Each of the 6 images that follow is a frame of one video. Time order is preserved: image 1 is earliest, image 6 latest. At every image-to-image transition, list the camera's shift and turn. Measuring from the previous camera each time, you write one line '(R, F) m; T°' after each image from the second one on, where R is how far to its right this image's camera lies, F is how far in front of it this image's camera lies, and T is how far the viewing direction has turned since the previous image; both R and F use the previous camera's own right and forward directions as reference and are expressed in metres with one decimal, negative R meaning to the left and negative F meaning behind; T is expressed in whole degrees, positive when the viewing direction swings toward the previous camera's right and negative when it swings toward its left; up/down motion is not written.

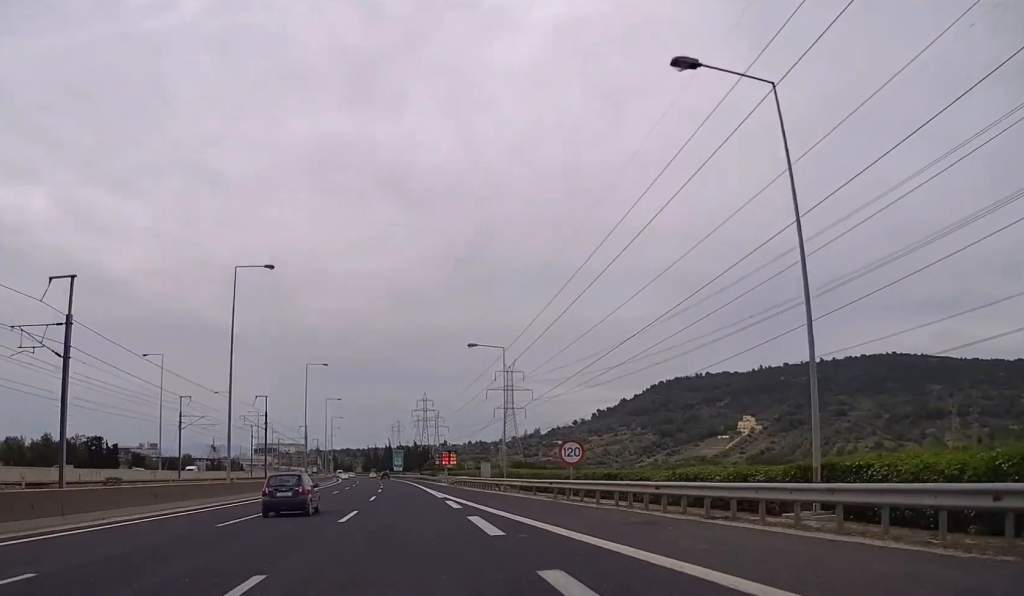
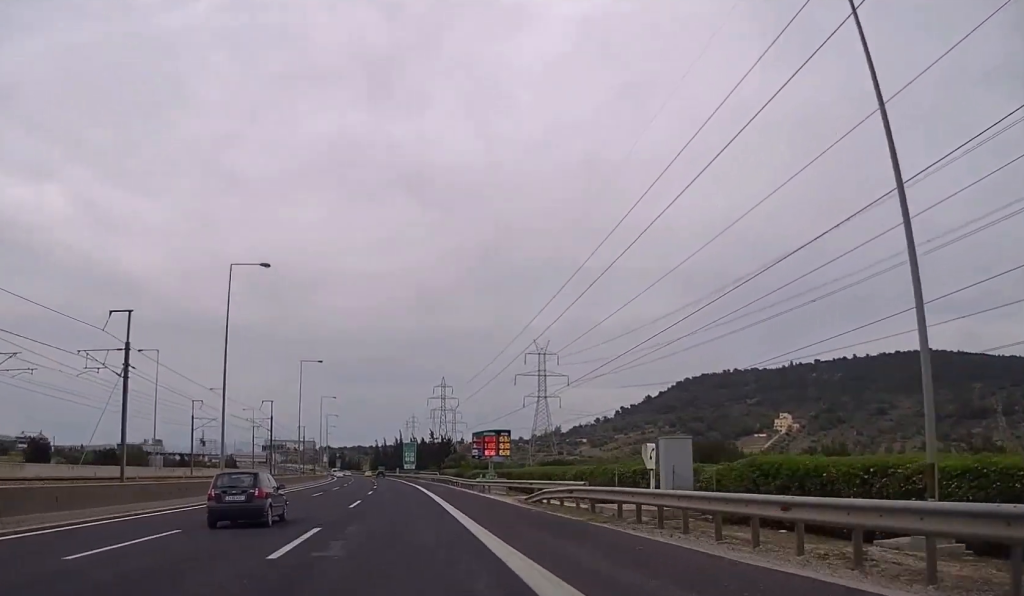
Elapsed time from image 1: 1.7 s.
(-0.6, +46.0) m; -1°
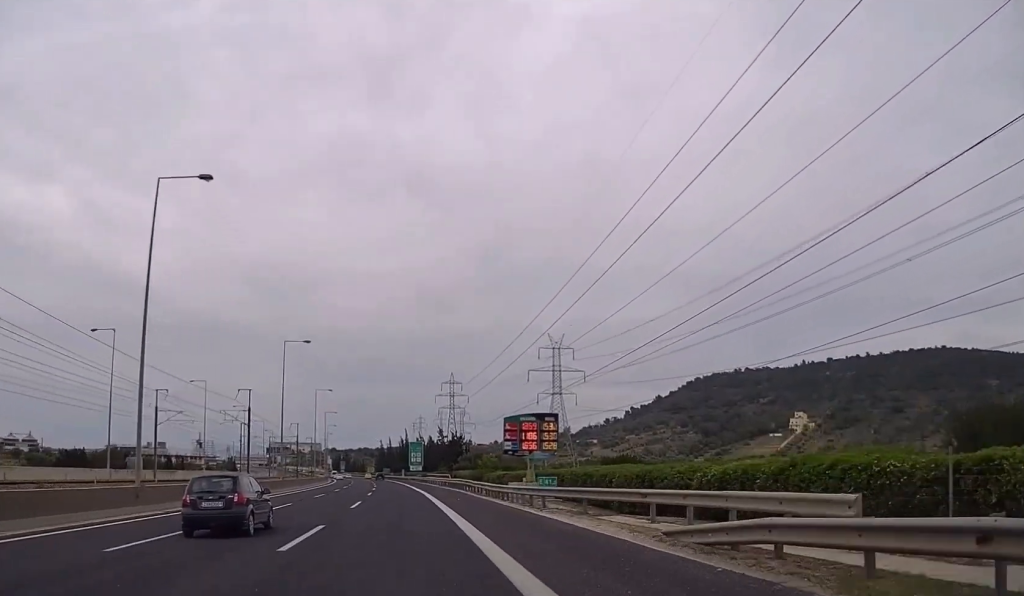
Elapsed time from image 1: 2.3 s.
(-0.1, +16.2) m; -1°
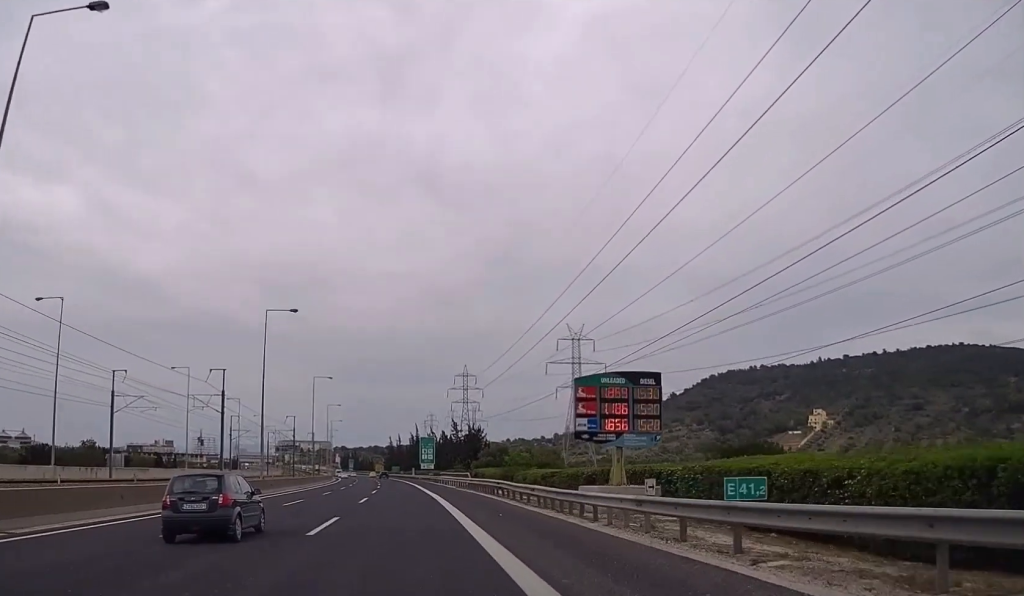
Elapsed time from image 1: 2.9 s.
(0.0, +15.3) m; -1°
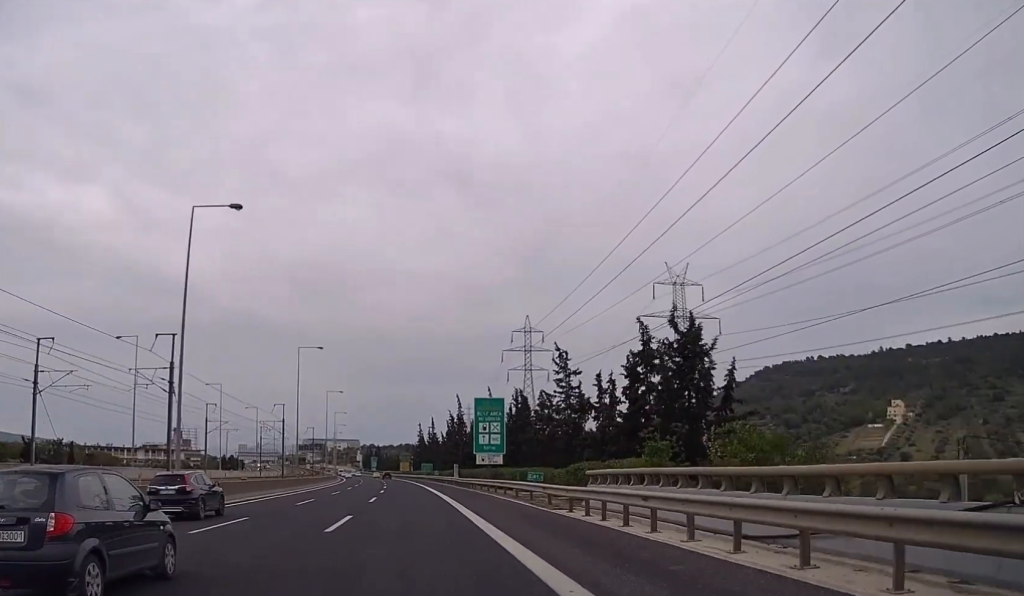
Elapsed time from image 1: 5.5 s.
(-2.1, +70.8) m; -3°
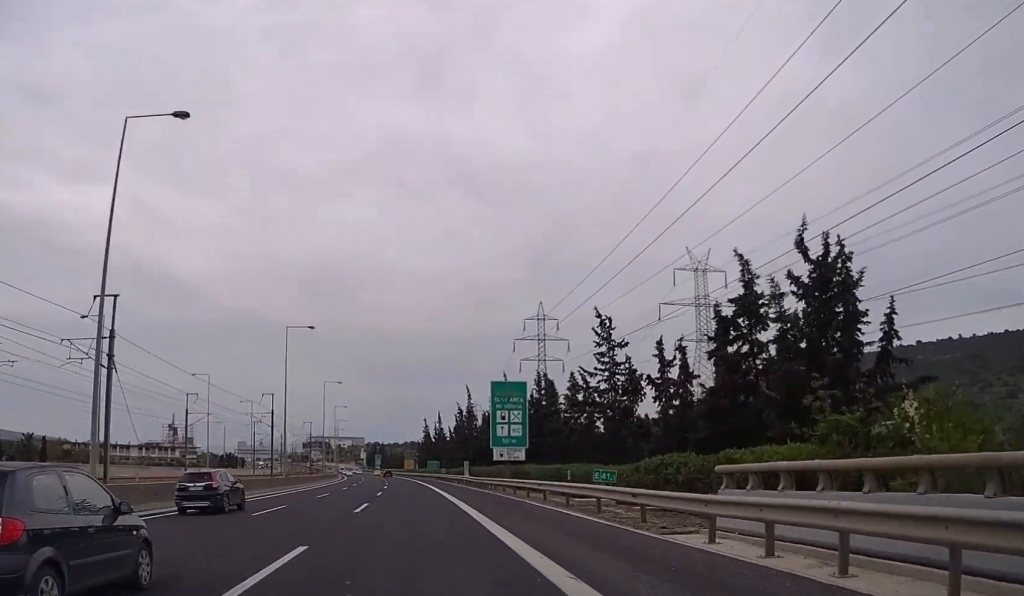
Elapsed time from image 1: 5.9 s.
(0.0, +11.7) m; 0°
